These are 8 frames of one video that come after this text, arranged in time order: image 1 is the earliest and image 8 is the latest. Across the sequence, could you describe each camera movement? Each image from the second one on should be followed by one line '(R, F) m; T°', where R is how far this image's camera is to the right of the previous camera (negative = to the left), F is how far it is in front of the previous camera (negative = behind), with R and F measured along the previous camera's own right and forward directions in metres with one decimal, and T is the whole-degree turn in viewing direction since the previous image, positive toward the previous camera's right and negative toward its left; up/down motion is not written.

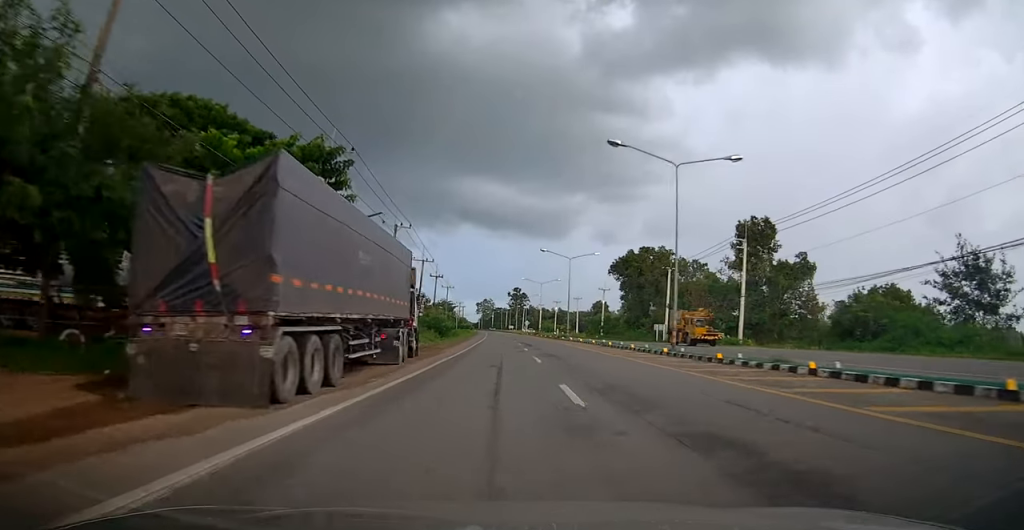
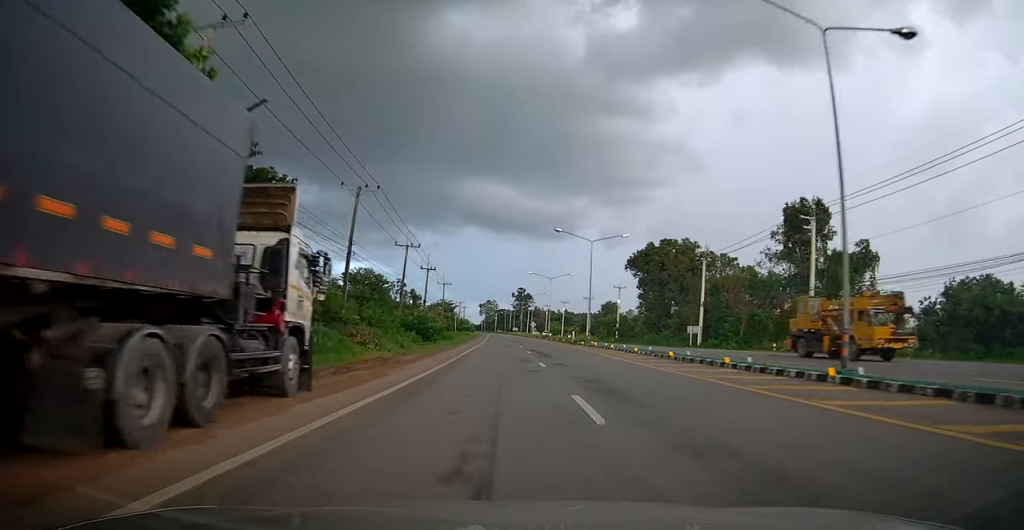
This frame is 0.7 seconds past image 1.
(-0.1, +13.3) m; 0°
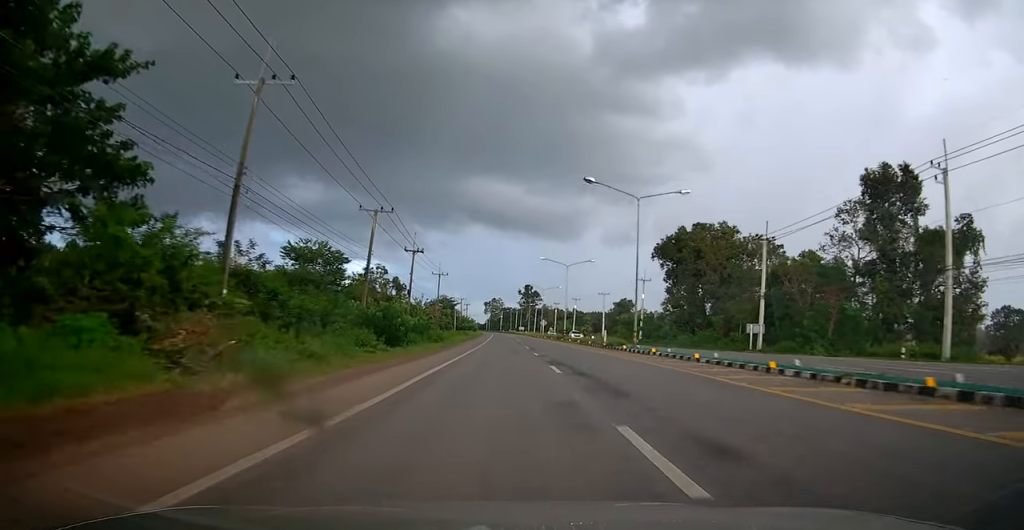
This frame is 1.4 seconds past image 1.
(0.0, +15.3) m; 0°
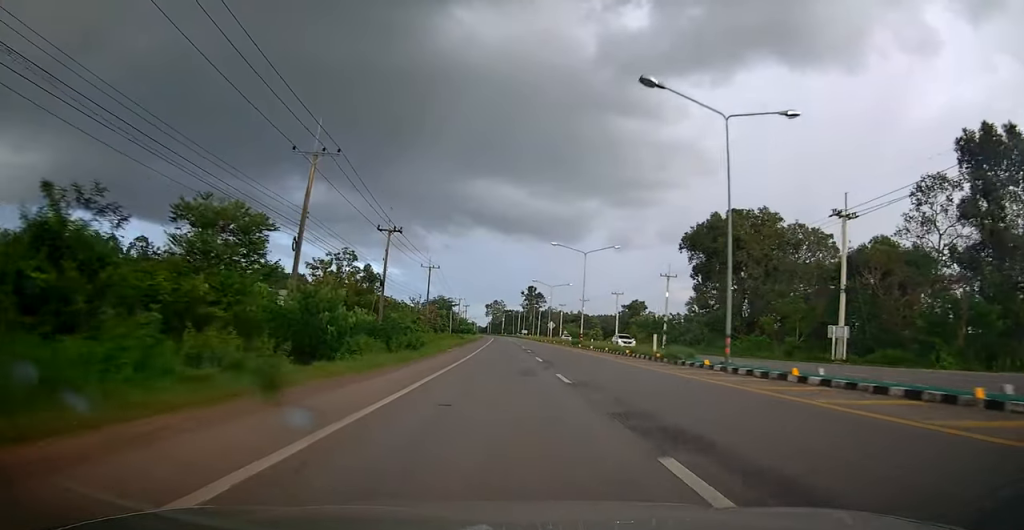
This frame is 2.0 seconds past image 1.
(0.0, +13.4) m; 0°
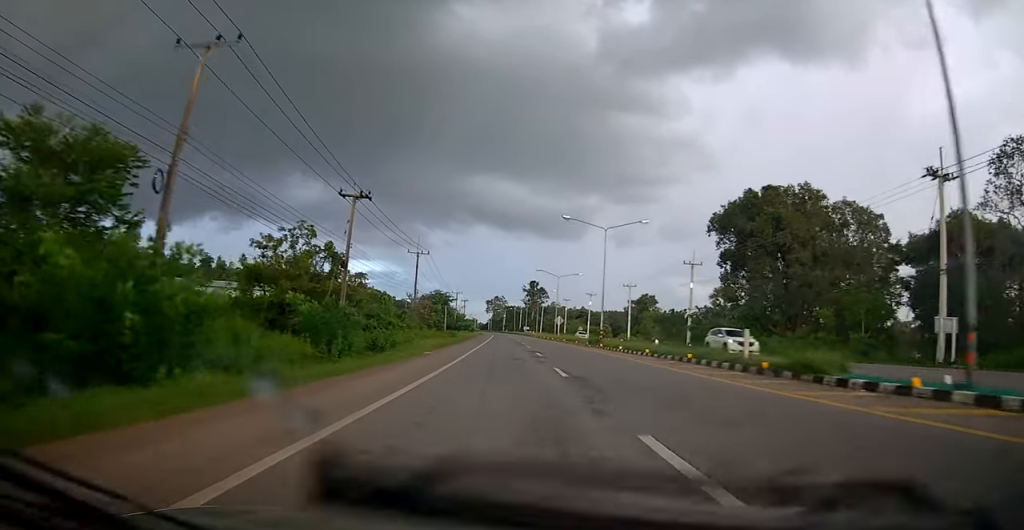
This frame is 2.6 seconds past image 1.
(0.0, +10.8) m; 0°
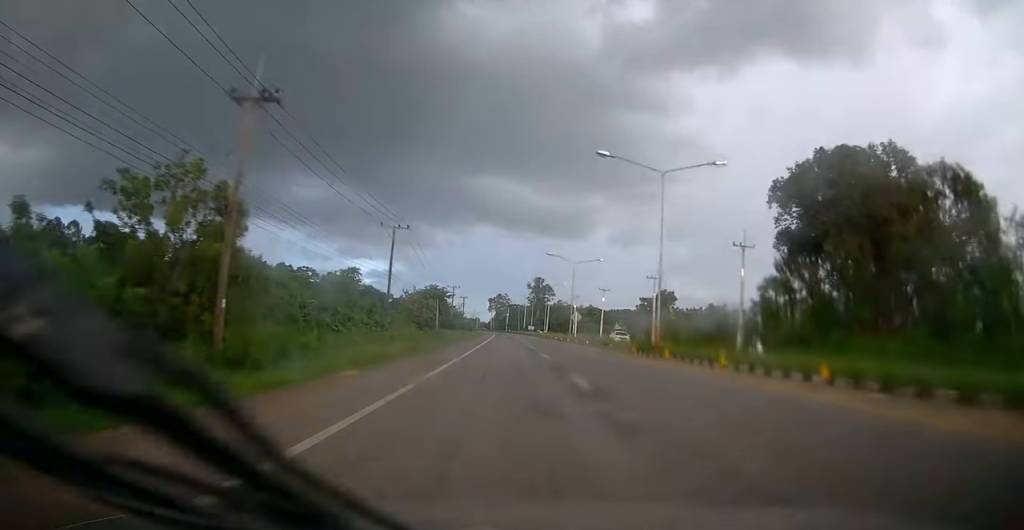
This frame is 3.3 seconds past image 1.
(-0.1, +15.6) m; 0°
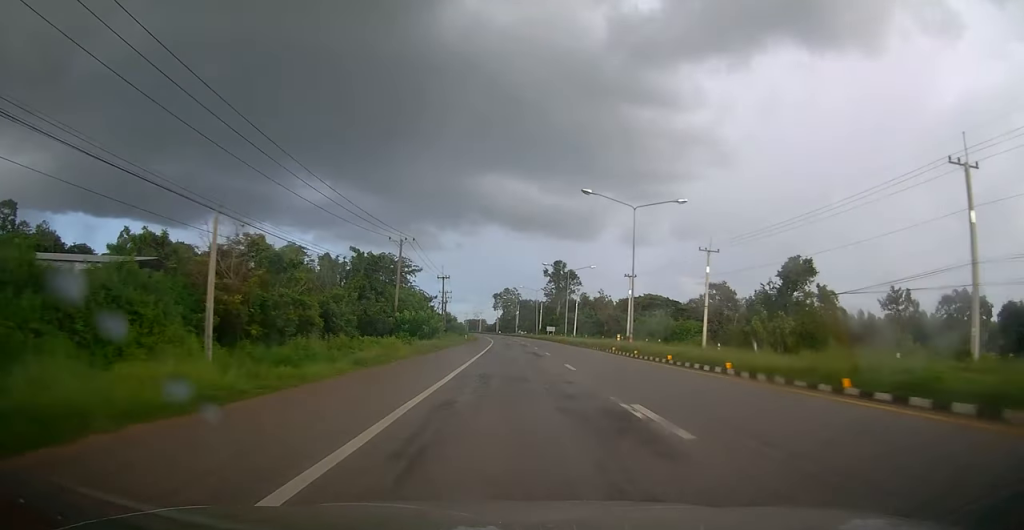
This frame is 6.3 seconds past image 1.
(-0.8, +65.2) m; -1°
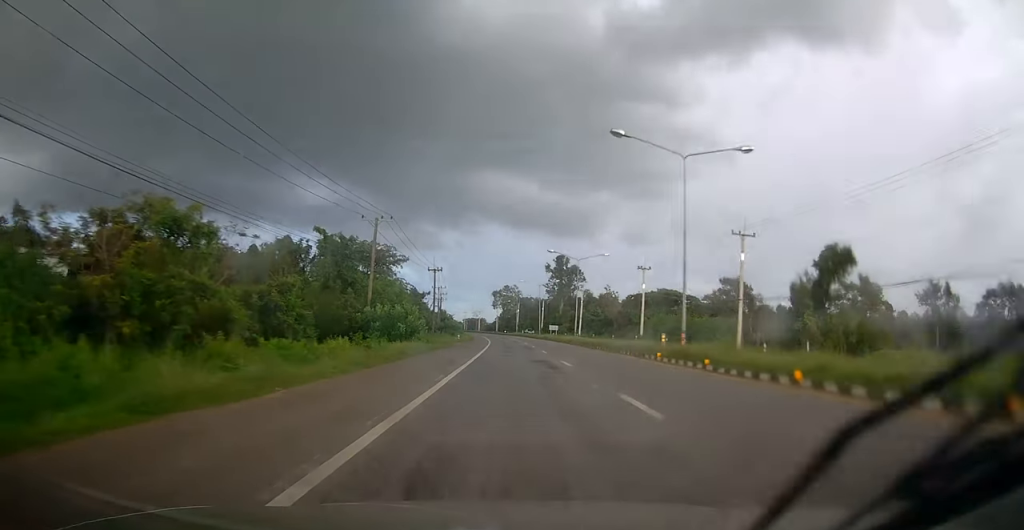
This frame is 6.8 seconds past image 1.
(0.0, +10.4) m; 0°
